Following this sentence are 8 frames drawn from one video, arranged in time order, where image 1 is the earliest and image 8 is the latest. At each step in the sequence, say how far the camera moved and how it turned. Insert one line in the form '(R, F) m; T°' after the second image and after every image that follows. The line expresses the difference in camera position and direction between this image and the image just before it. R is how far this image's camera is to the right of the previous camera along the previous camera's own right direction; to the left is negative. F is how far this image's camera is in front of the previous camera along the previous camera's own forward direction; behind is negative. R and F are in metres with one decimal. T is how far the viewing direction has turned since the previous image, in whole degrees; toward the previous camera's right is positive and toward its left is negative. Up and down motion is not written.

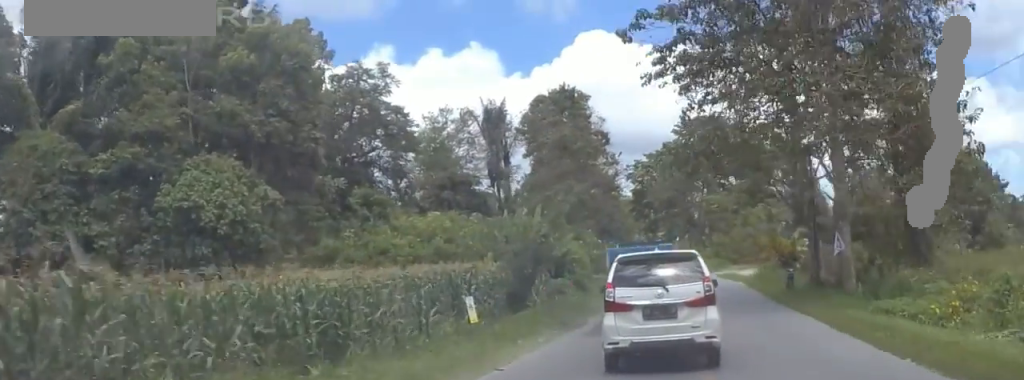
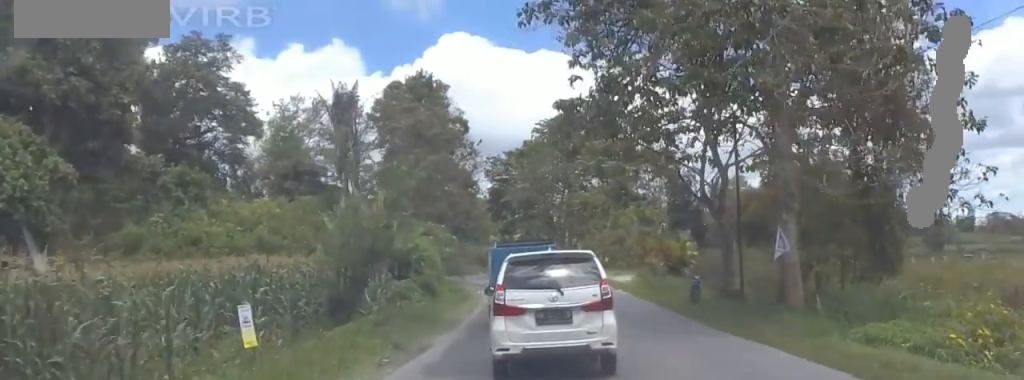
(+0.5, +7.9) m; +9°
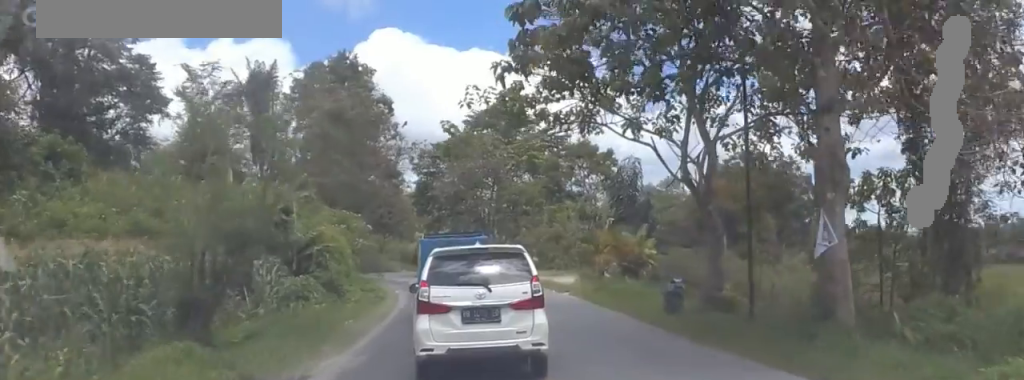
(+0.1, +6.6) m; +8°
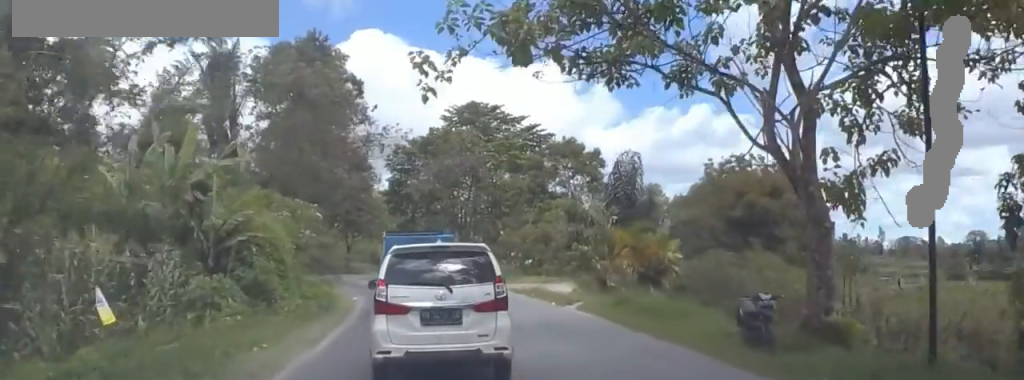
(+1.0, +8.0) m; +1°
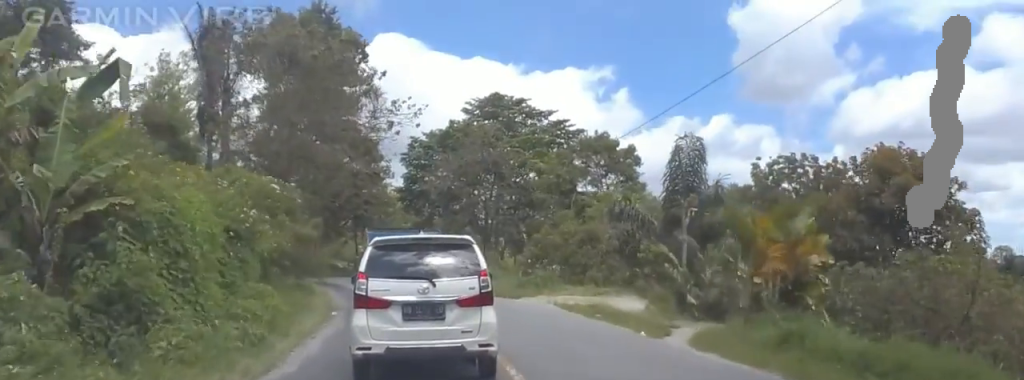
(-0.5, +11.0) m; -5°
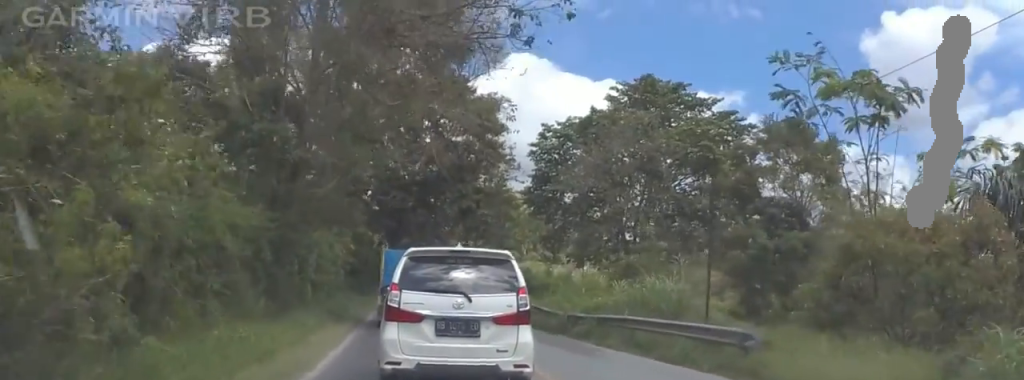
(-1.2, +28.2) m; -3°
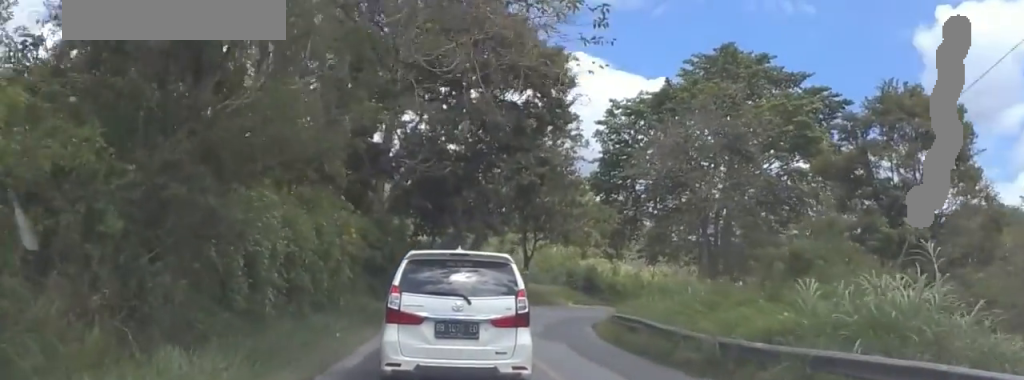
(0.0, +13.6) m; -3°
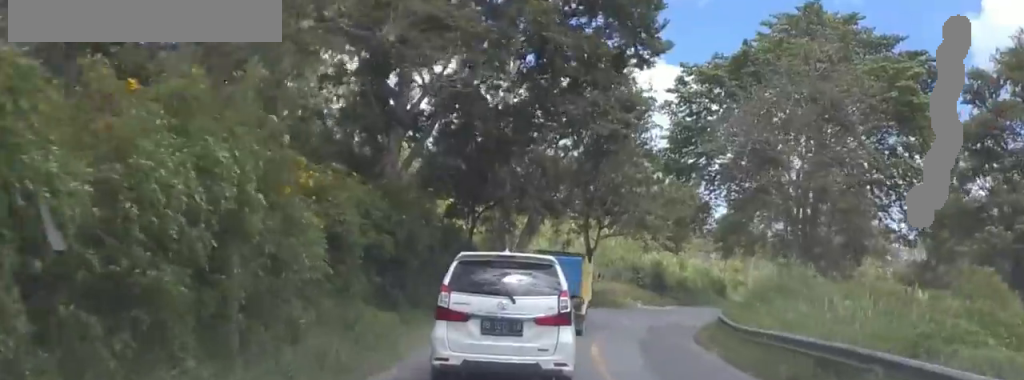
(-0.7, +12.4) m; -4°
